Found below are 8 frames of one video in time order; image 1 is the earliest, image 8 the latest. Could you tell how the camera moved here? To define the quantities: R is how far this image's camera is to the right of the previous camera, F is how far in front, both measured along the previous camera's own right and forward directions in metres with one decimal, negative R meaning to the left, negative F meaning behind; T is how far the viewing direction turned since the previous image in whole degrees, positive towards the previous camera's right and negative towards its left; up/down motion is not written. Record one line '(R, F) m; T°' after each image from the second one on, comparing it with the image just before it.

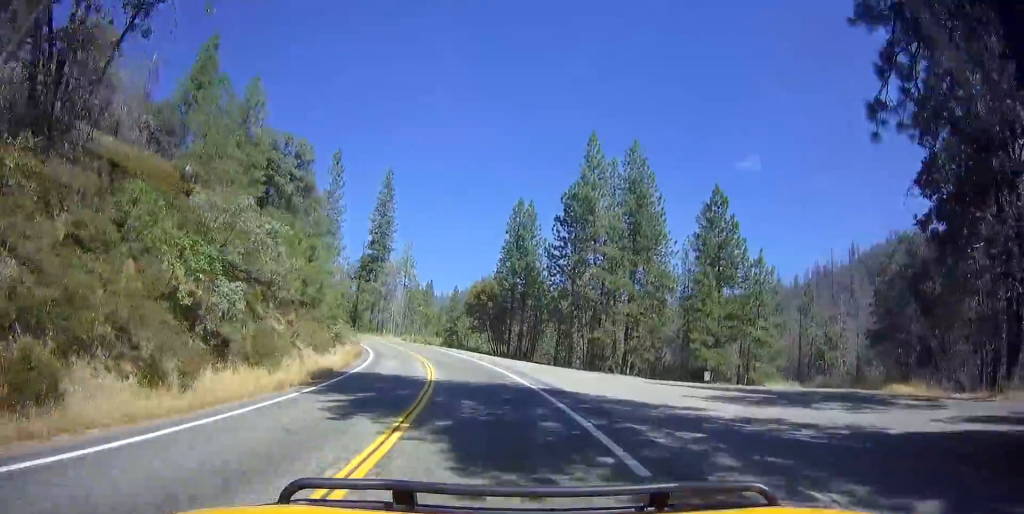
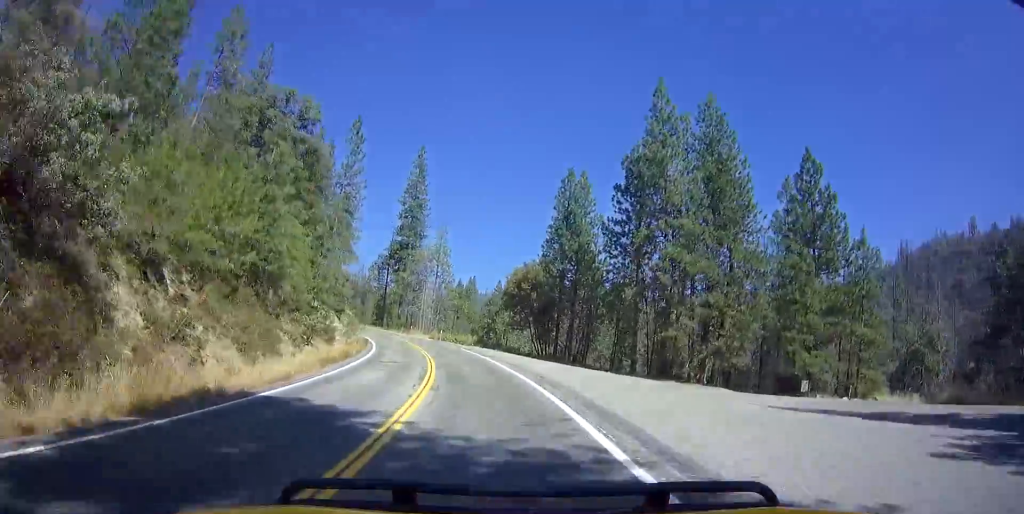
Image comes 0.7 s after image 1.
(-0.4, +12.8) m; -3°
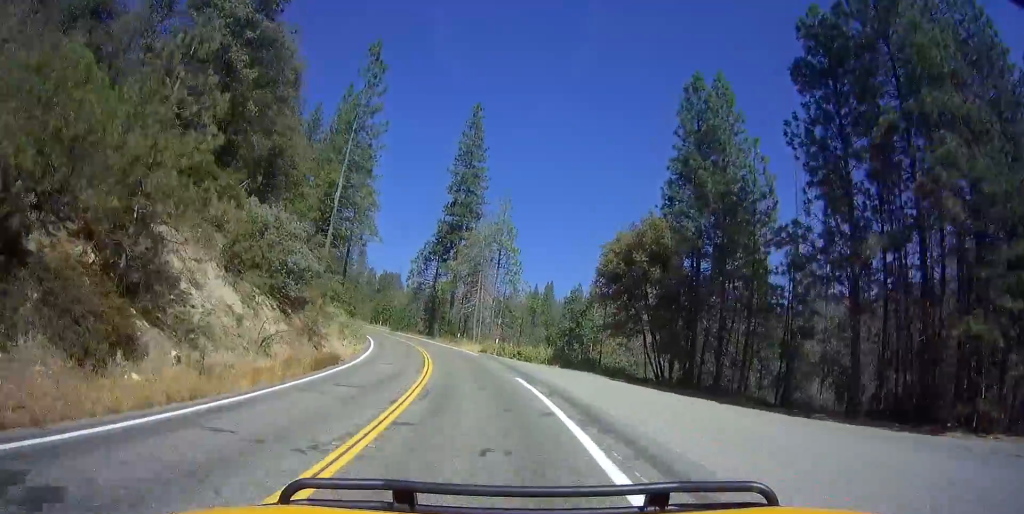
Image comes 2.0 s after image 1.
(-1.0, +24.6) m; -14°
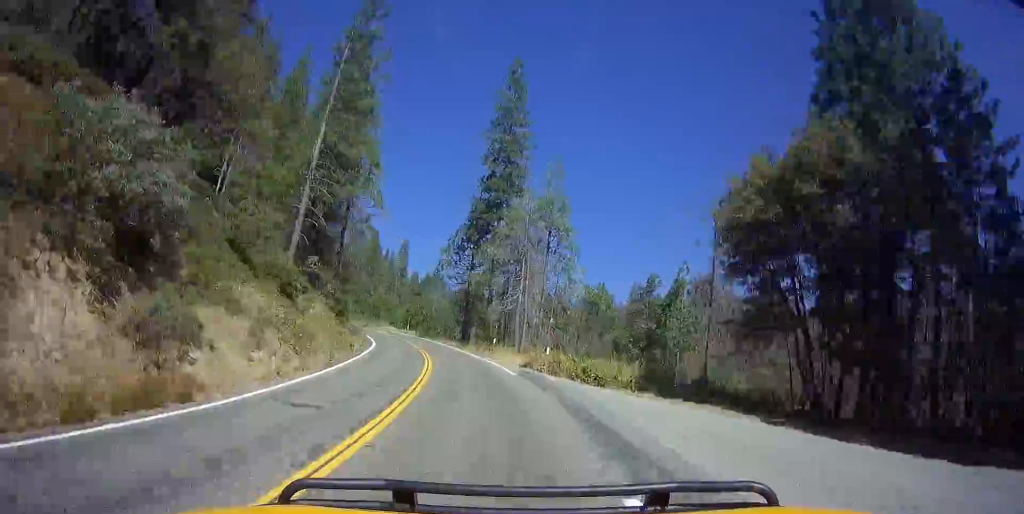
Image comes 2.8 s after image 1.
(-2.5, +14.4) m; -4°
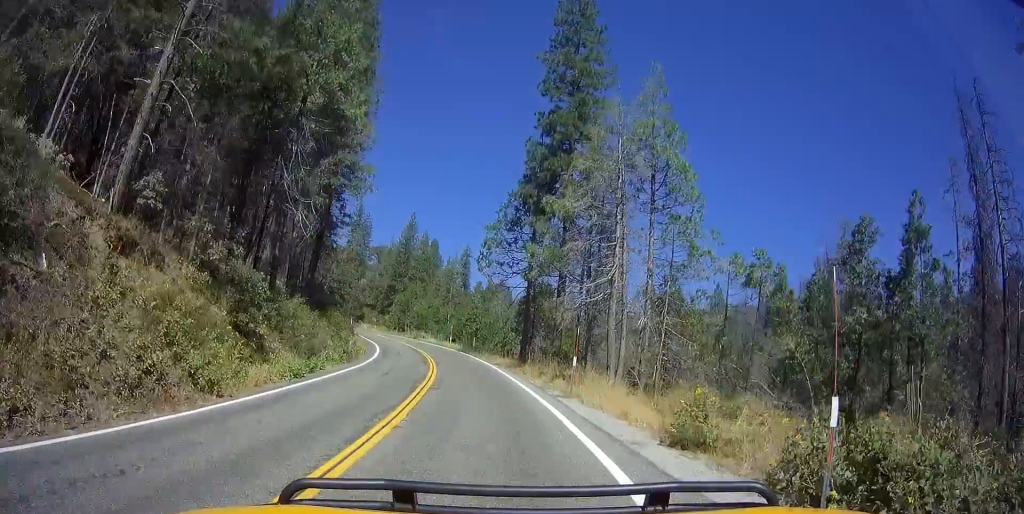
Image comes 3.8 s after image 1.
(+0.9, +19.5) m; +4°
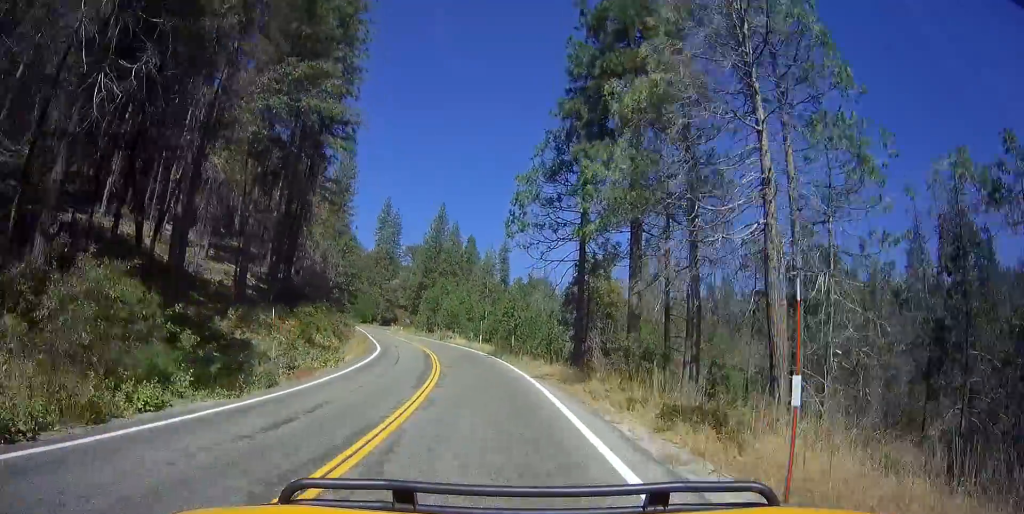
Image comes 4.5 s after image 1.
(+0.3, +12.9) m; -1°
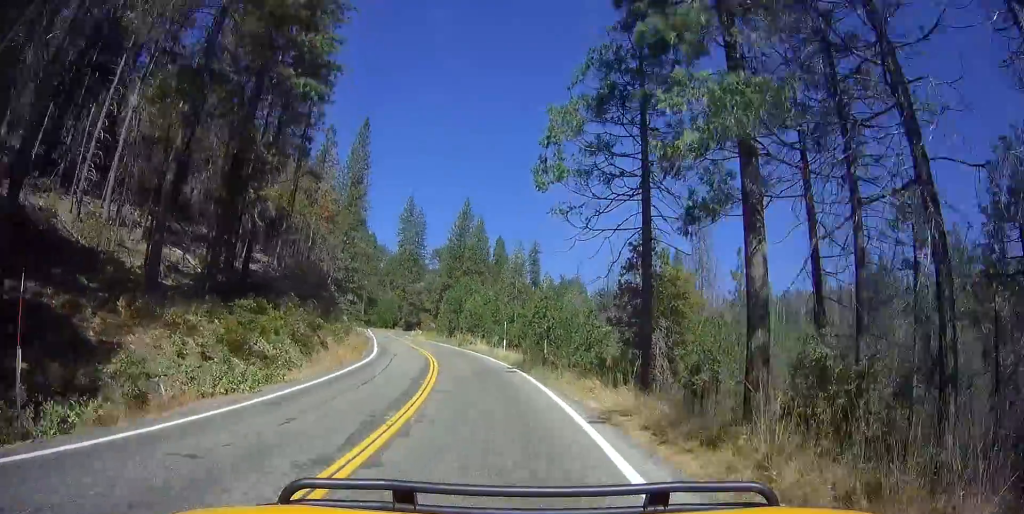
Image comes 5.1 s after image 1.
(+0.1, +9.8) m; -4°
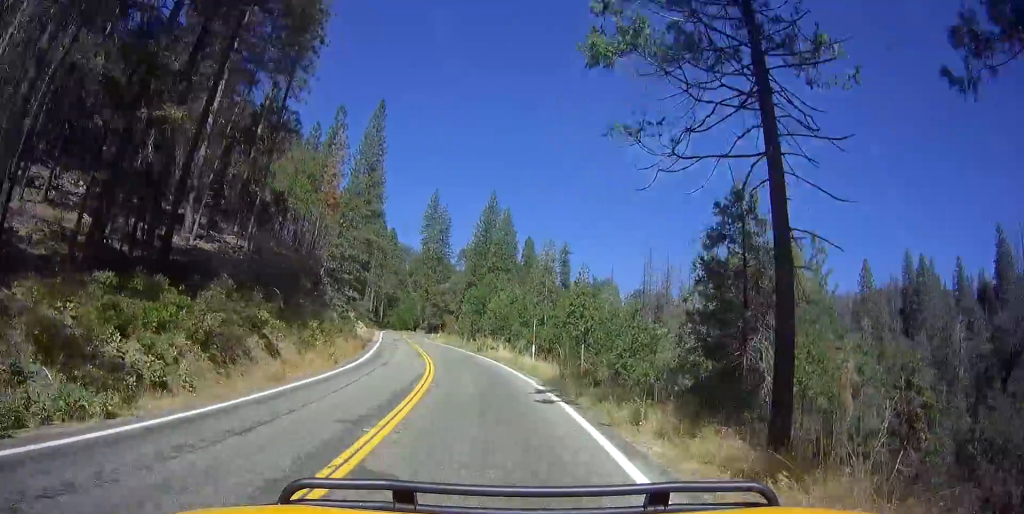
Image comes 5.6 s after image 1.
(-0.7, +9.2) m; -4°
